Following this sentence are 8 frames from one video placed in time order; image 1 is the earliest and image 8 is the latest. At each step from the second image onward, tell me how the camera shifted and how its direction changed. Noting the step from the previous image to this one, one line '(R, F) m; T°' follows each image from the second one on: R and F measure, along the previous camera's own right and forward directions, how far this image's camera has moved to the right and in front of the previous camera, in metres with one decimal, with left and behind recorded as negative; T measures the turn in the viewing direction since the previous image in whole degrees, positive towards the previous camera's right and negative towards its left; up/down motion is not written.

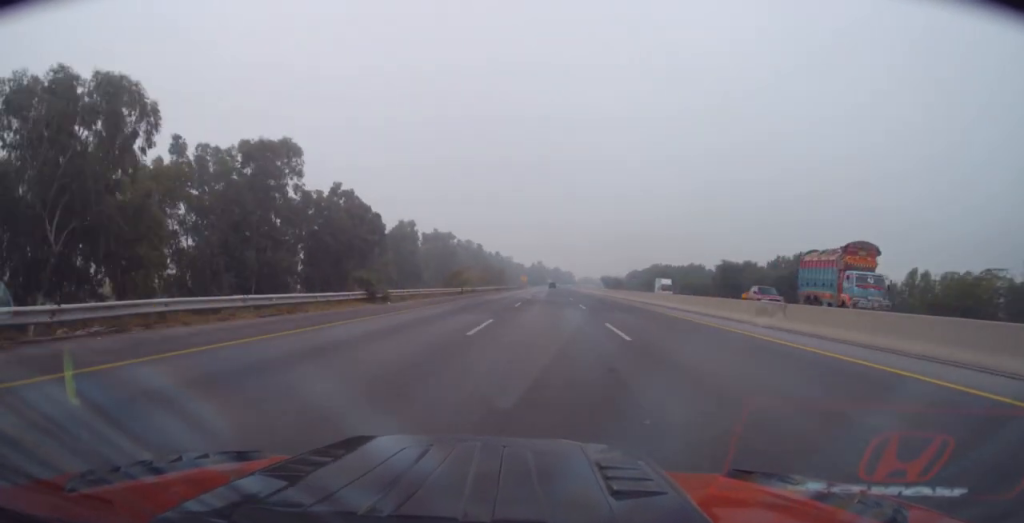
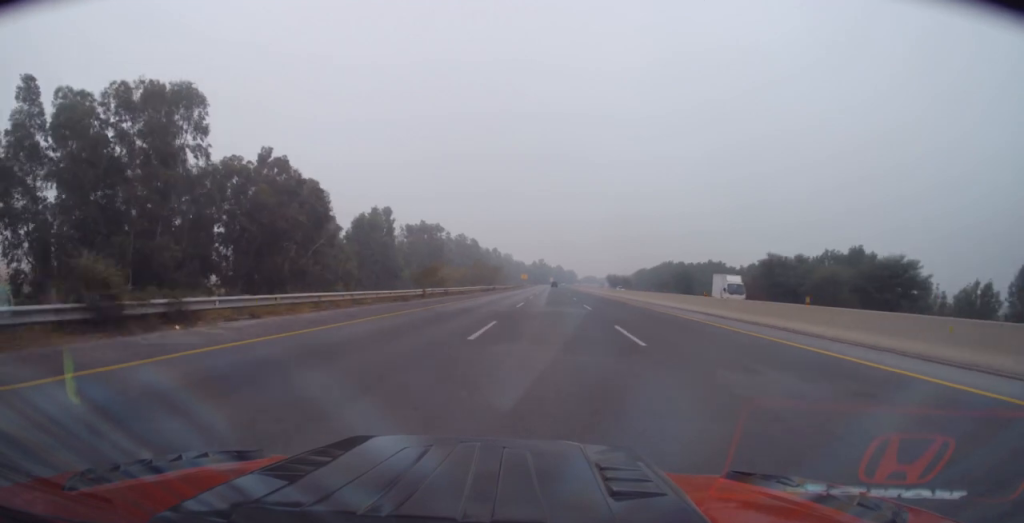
(-0.1, +19.2) m; 0°
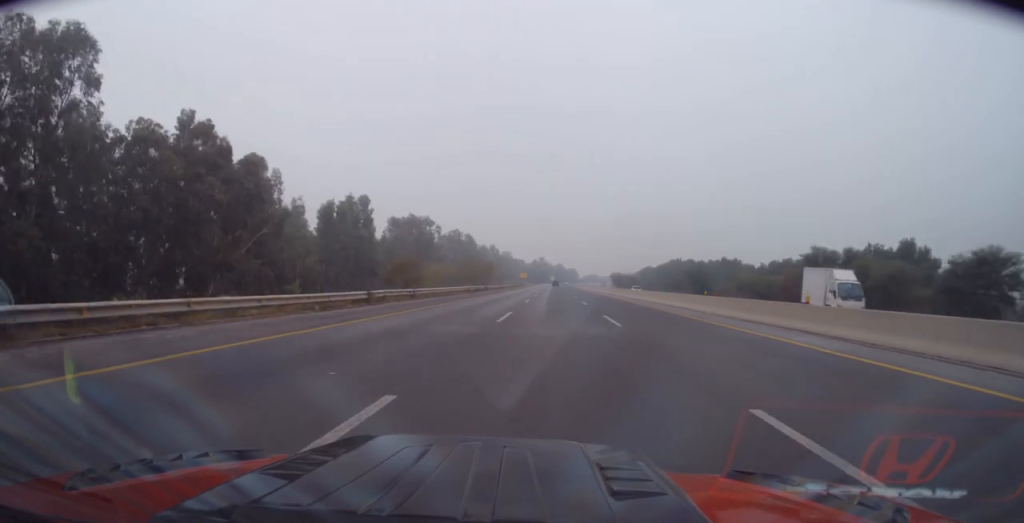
(+0.1, +12.9) m; 0°
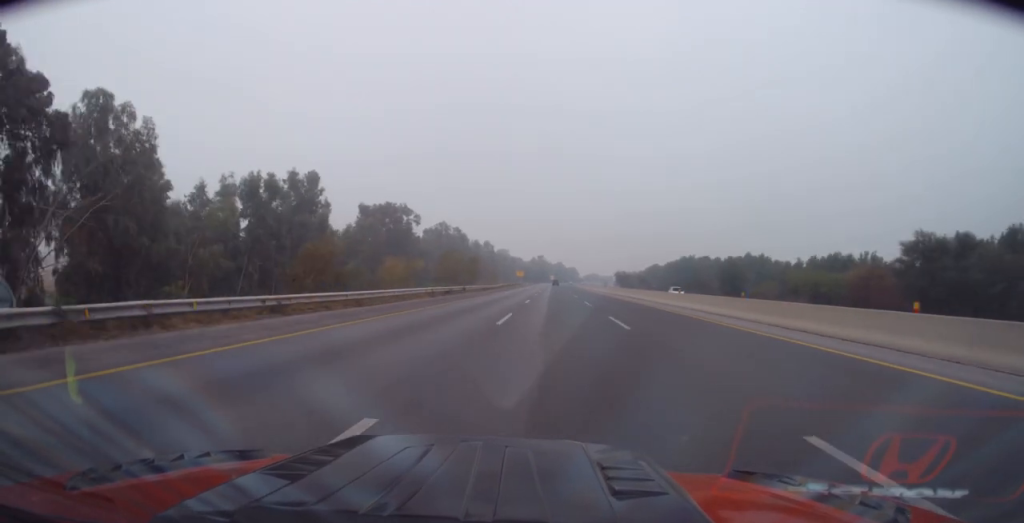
(+0.1, +19.3) m; 0°
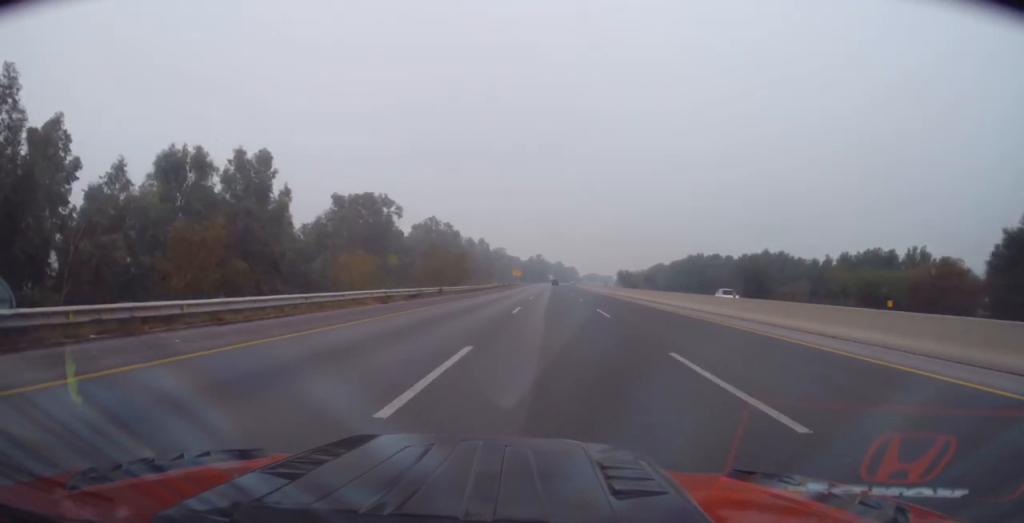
(0.0, +11.9) m; 0°
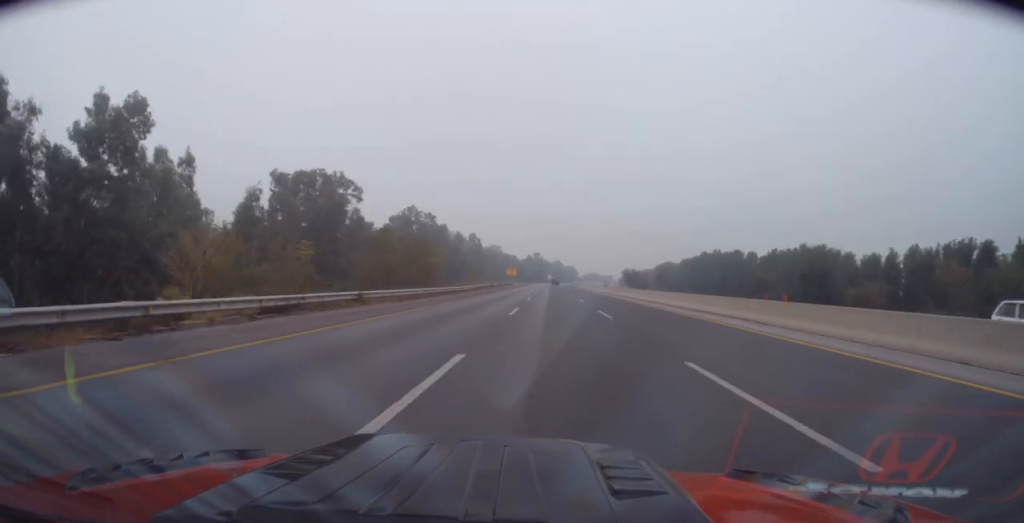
(0.0, +19.3) m; 0°
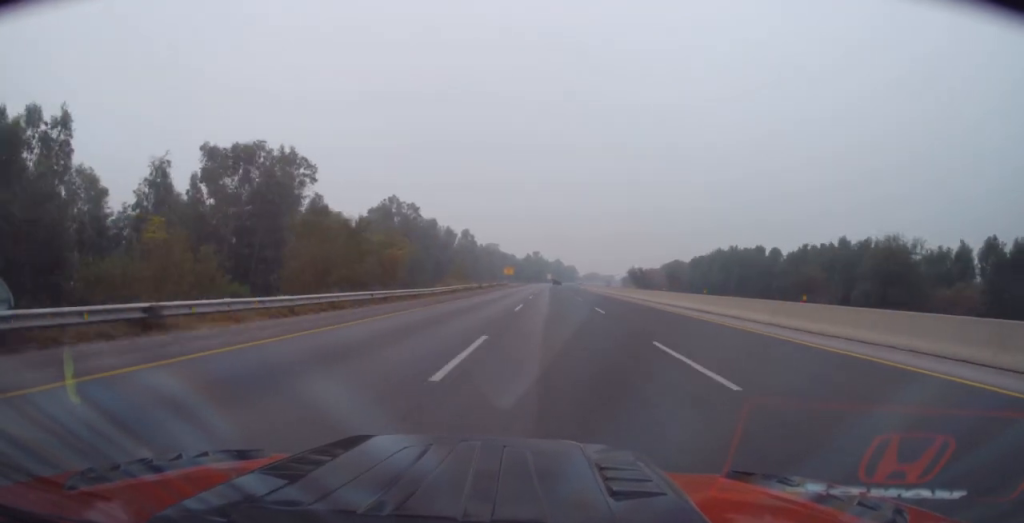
(0.0, +14.7) m; 0°
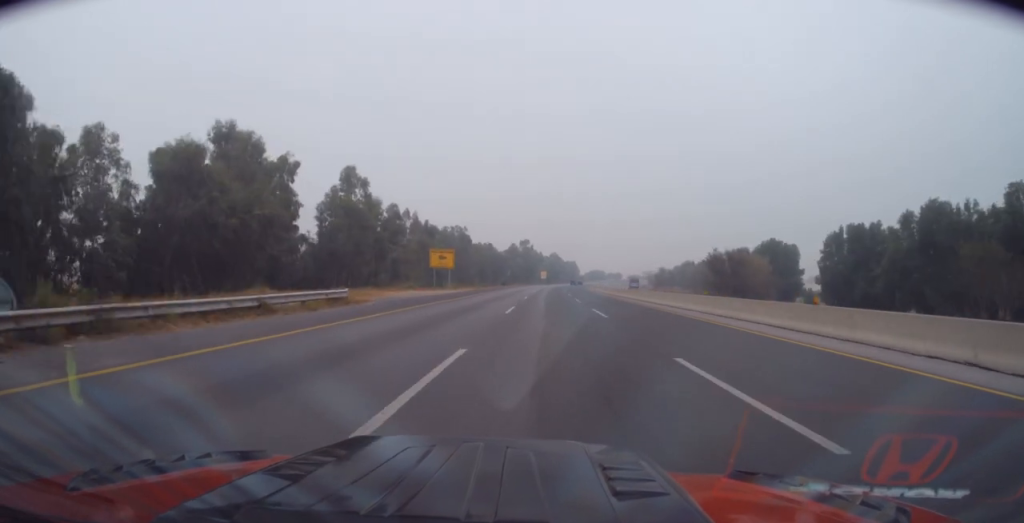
(+0.8, +93.2) m; +1°
